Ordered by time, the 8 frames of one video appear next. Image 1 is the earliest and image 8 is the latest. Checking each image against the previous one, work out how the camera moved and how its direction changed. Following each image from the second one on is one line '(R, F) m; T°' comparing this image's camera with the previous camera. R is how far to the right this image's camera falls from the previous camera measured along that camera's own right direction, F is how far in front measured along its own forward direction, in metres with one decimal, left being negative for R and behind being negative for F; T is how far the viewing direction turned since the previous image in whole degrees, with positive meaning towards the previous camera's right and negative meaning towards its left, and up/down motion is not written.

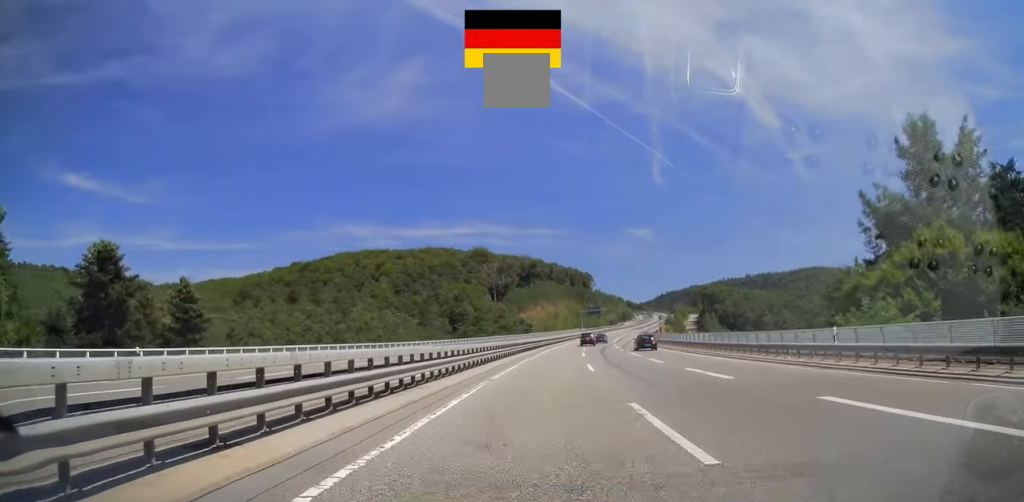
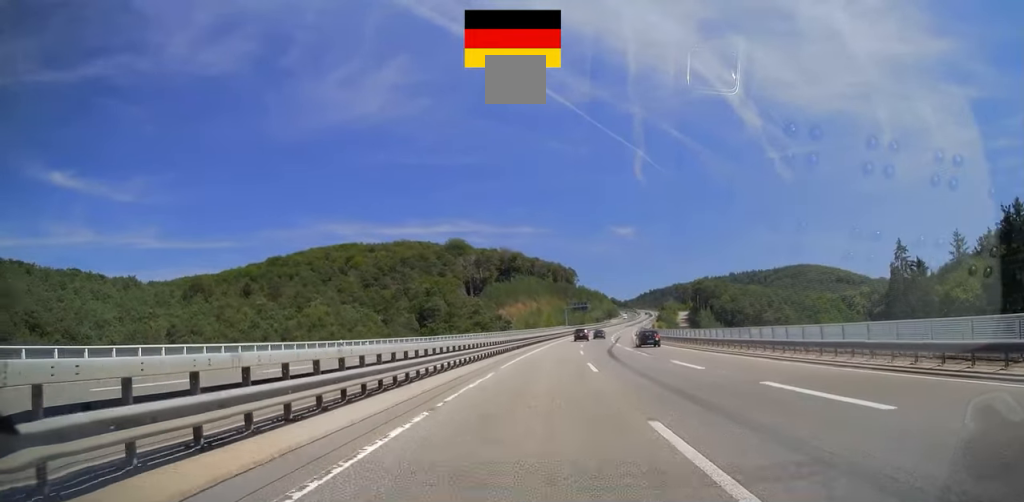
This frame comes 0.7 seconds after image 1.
(+0.3, +21.6) m; +2°
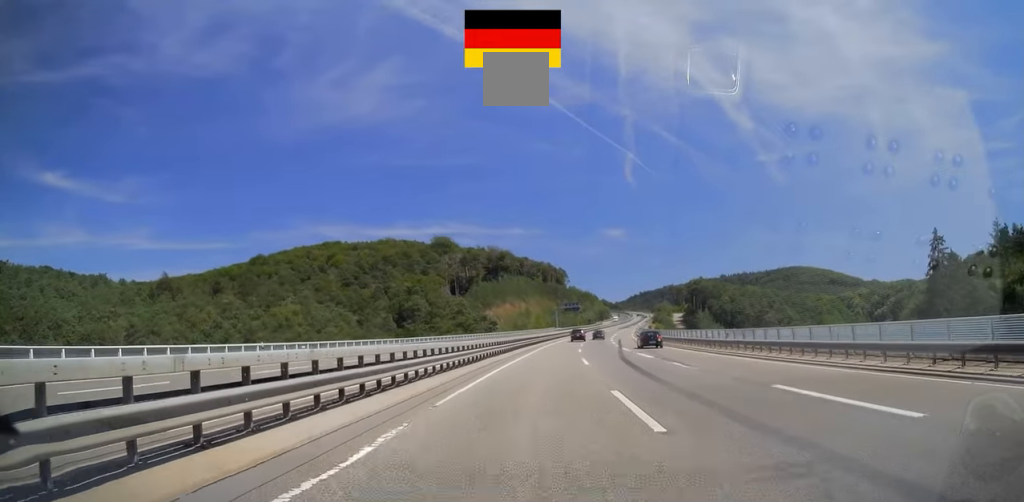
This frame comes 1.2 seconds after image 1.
(+0.2, +13.3) m; +2°
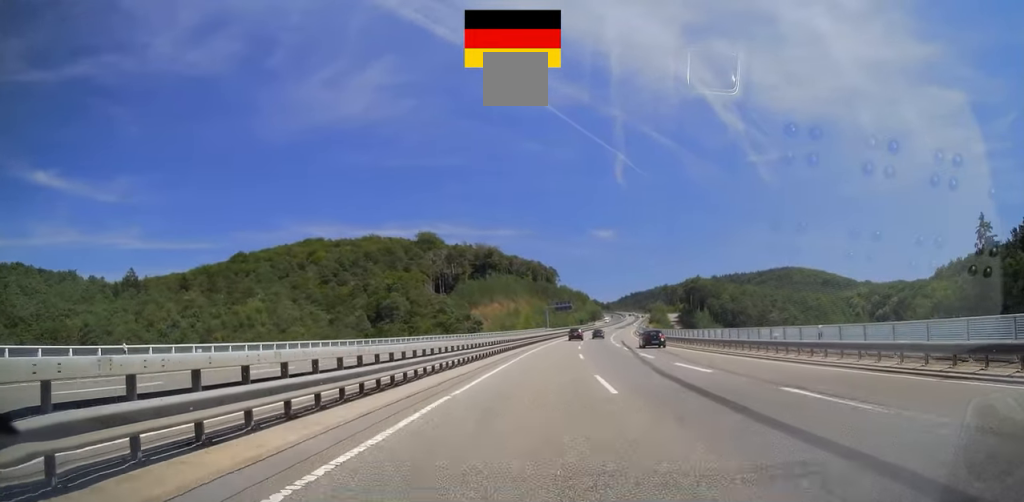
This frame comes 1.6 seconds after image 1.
(+0.2, +13.3) m; +1°
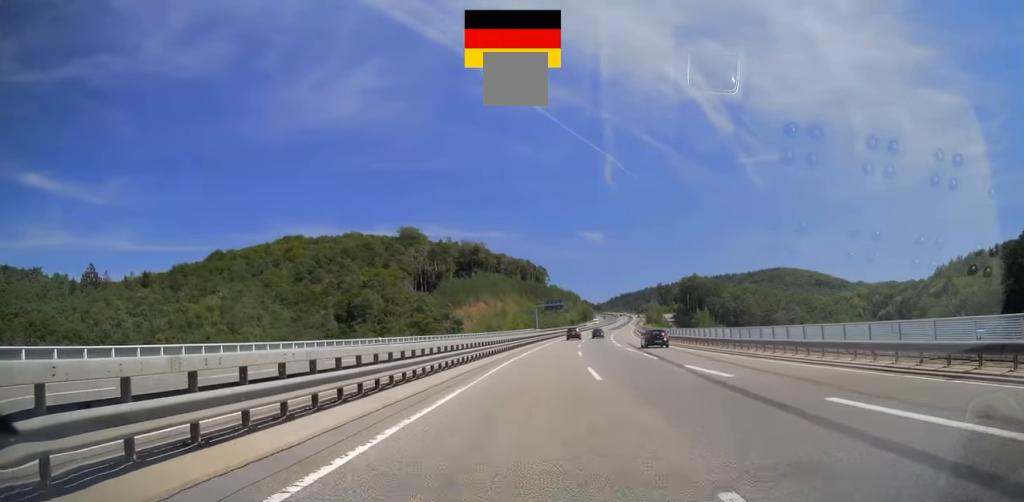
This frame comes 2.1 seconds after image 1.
(+0.4, +14.7) m; +1°
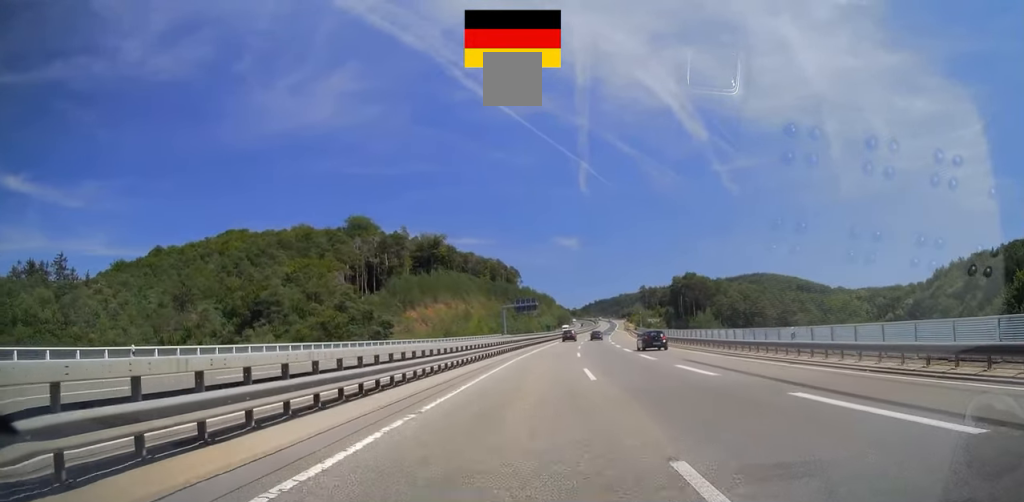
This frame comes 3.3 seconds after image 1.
(+0.3, +35.9) m; +2°
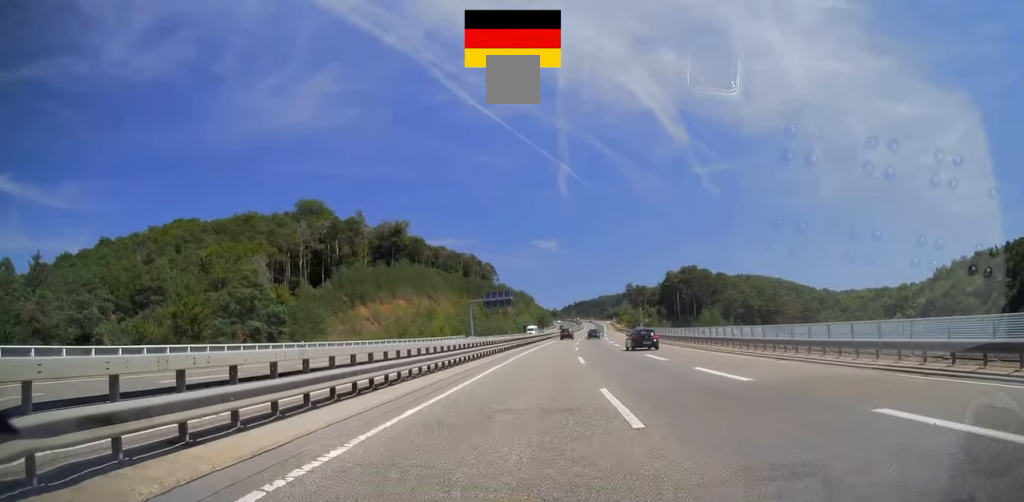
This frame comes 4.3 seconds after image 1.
(+0.8, +28.5) m; +3°
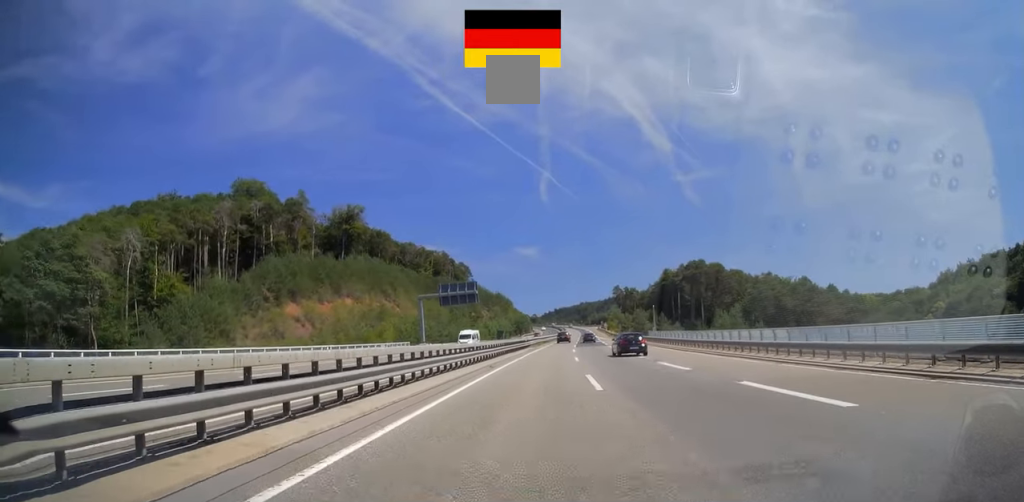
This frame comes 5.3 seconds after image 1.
(+0.6, +30.3) m; +2°
